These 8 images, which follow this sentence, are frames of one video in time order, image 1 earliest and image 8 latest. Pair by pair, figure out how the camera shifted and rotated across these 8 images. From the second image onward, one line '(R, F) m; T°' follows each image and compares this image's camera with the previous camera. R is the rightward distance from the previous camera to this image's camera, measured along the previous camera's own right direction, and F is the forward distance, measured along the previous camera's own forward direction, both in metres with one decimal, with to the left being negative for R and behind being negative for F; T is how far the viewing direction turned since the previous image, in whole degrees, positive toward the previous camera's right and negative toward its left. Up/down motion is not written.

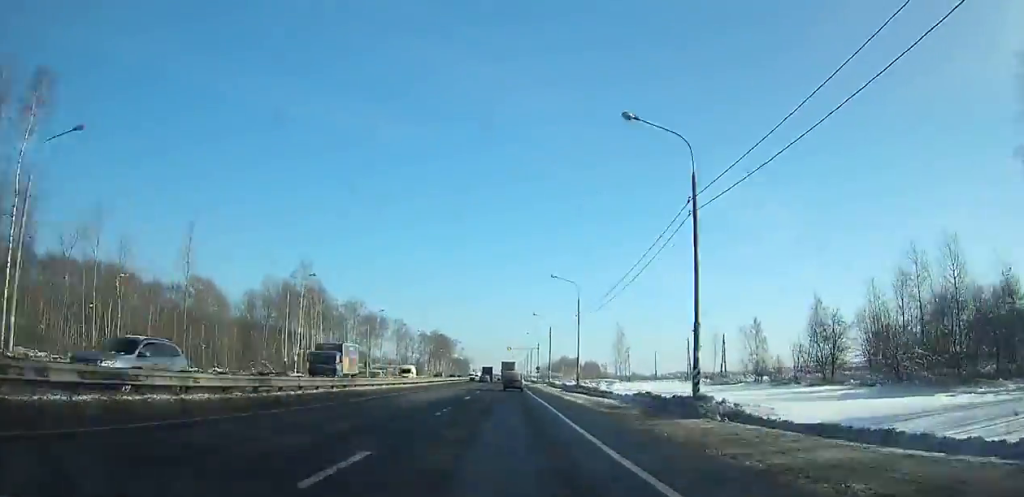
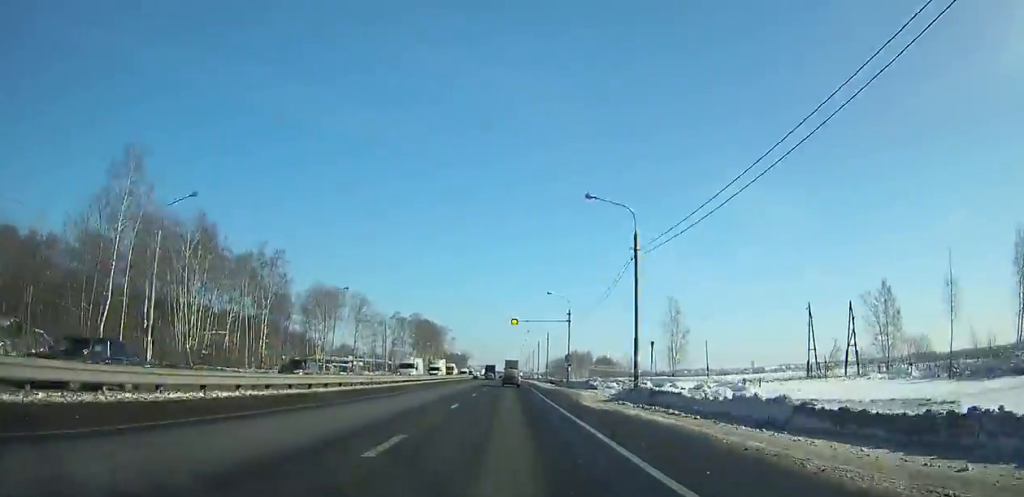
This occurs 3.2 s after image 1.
(0.0, +56.9) m; 0°
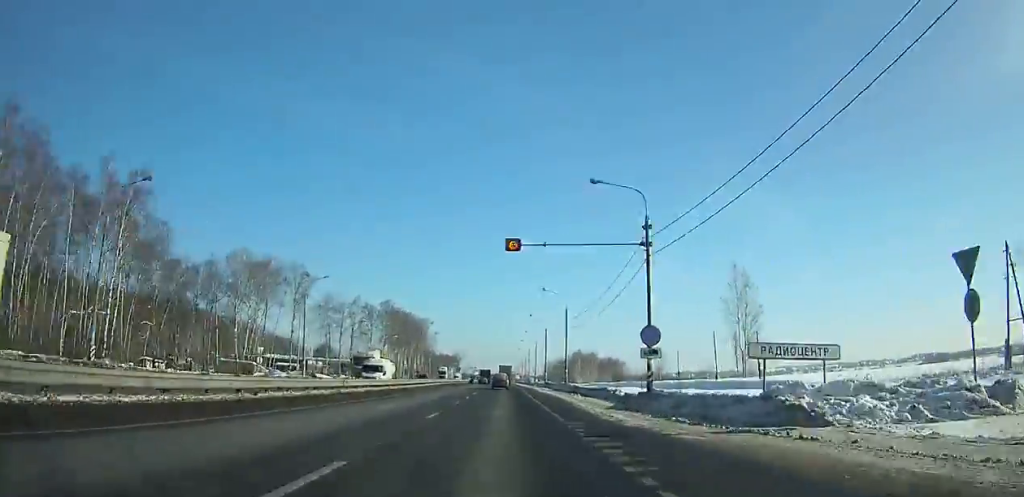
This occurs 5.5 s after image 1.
(0.0, +40.2) m; 0°
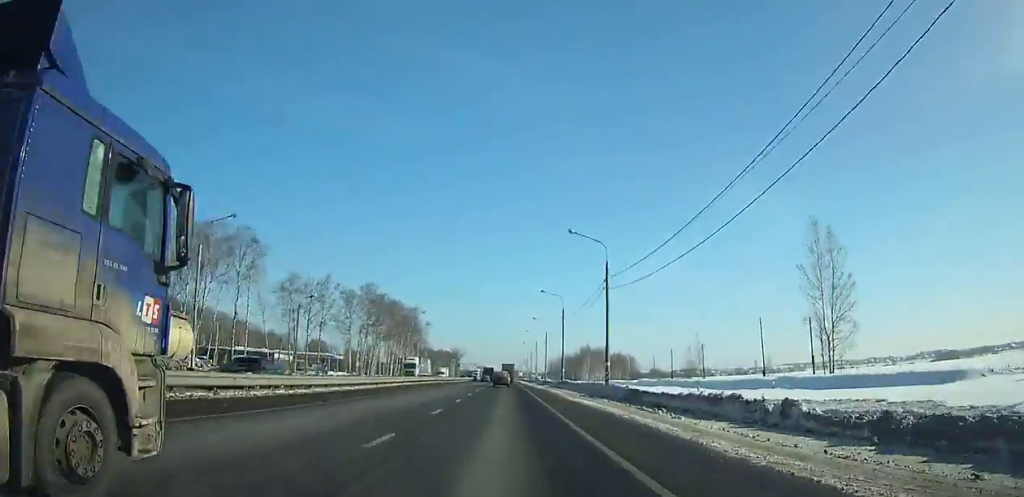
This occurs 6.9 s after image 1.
(+0.1, +24.3) m; 0°
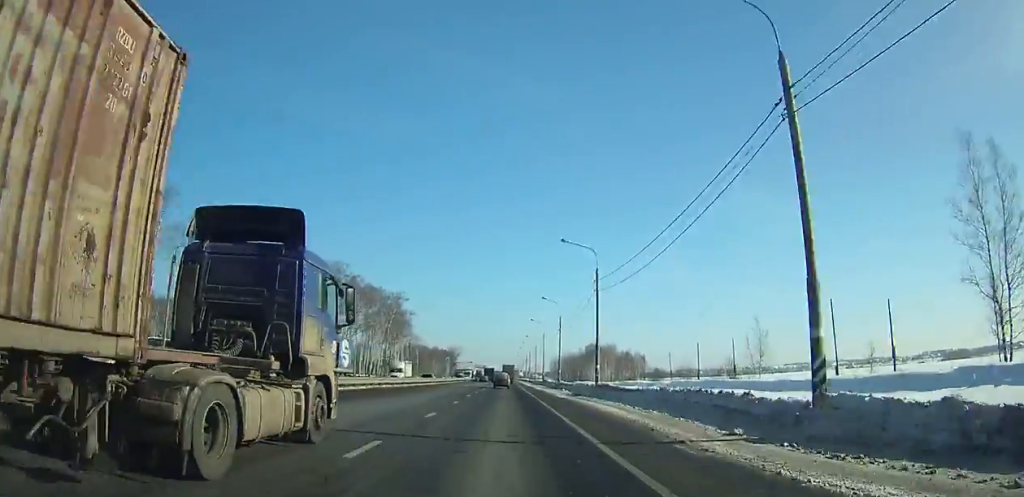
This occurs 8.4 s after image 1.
(0.0, +26.0) m; 0°
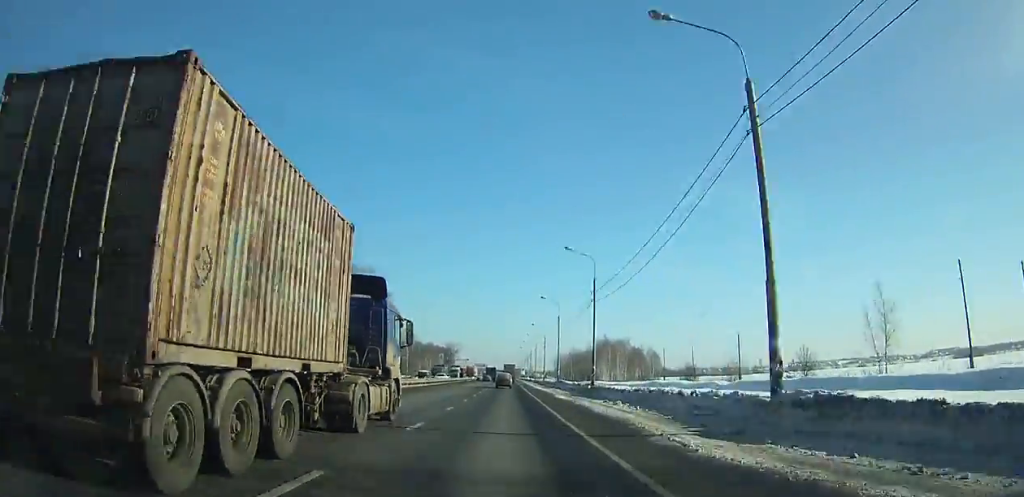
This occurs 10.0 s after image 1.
(-0.2, +27.7) m; 0°
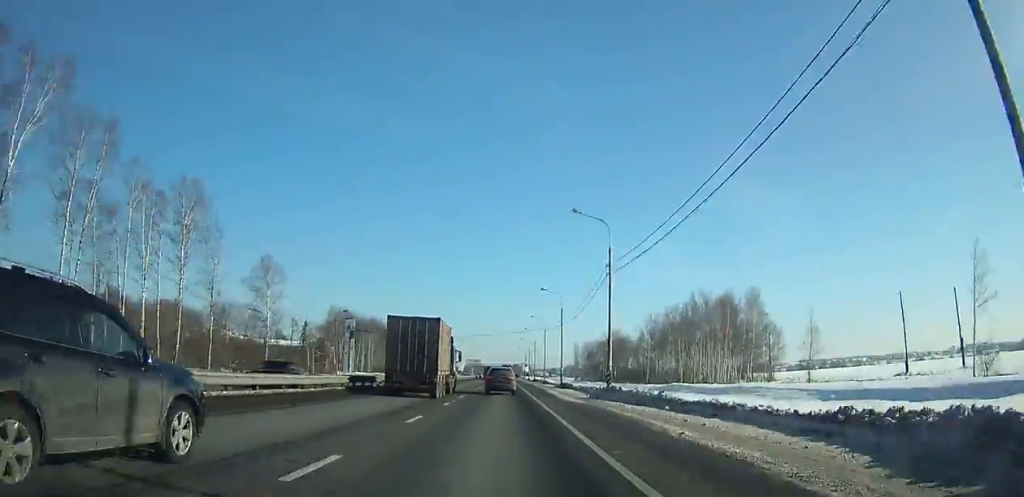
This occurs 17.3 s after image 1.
(+0.5, +128.2) m; 0°
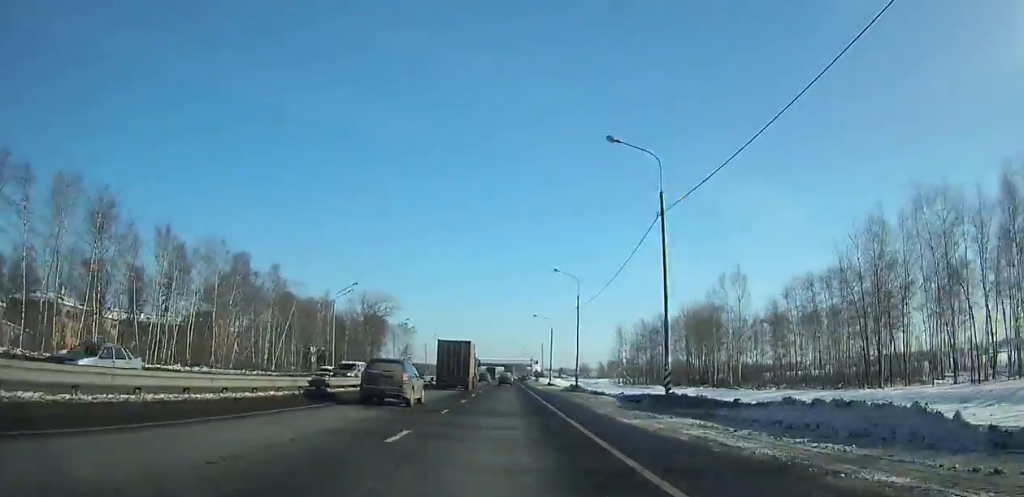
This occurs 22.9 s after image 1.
(-0.2, +100.7) m; 0°
